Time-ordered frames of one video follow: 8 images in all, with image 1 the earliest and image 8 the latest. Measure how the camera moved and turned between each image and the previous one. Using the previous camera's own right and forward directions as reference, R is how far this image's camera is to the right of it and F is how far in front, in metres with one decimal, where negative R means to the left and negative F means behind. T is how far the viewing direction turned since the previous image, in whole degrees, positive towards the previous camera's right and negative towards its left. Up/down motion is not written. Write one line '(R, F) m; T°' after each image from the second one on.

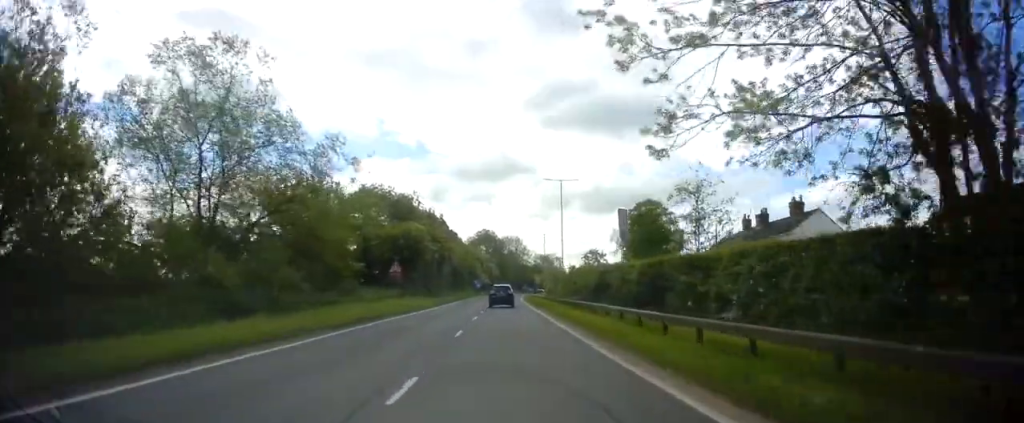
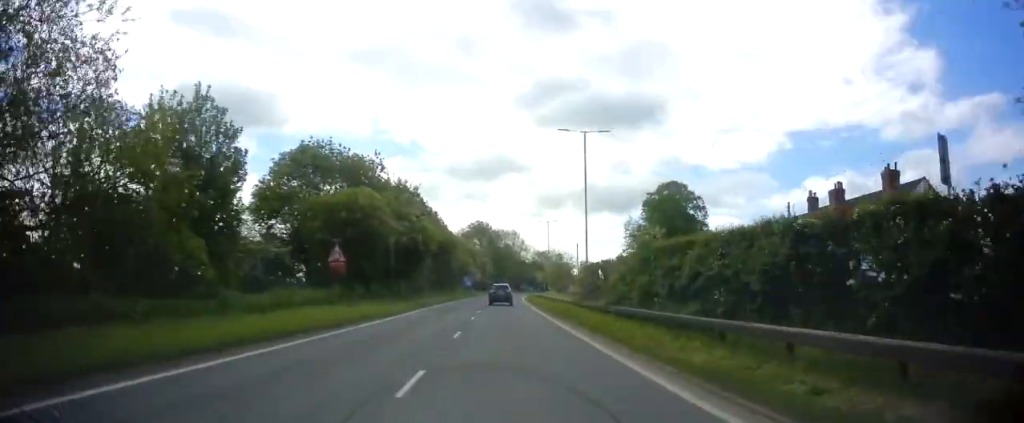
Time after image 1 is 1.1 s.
(-0.4, +17.8) m; -1°
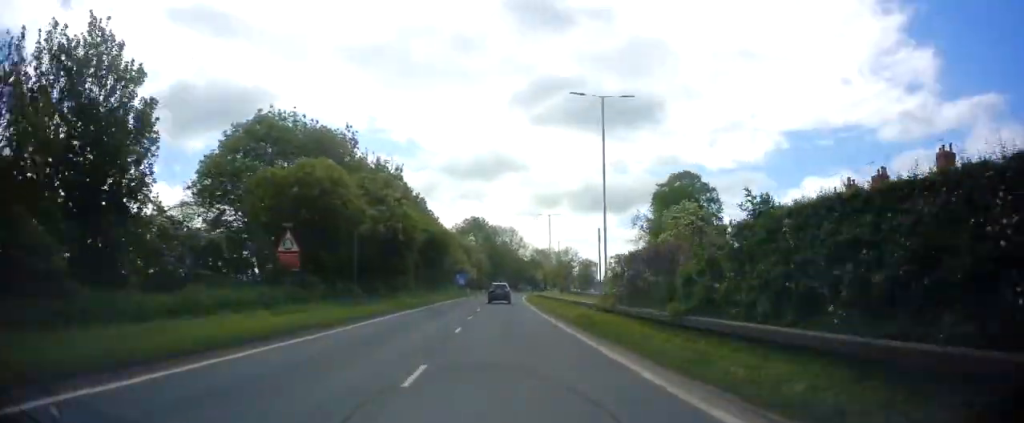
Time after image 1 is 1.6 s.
(0.0, +7.7) m; 0°
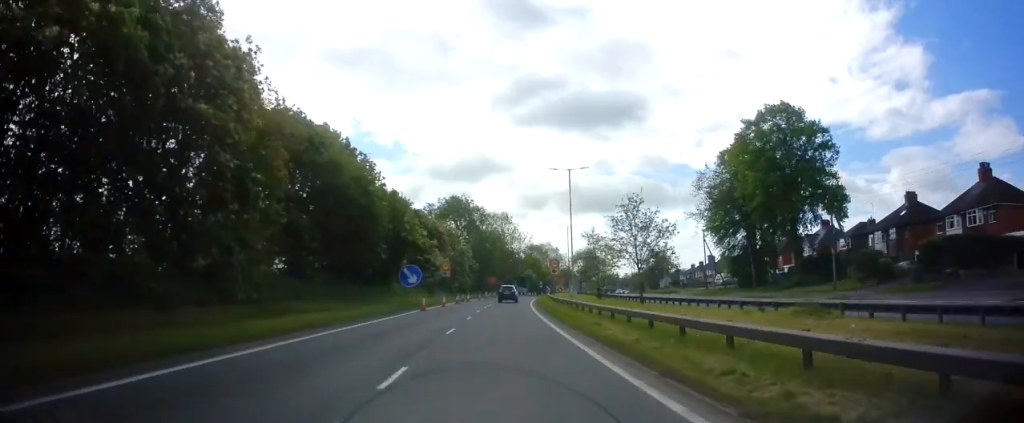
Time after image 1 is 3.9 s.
(+1.6, +34.1) m; +2°
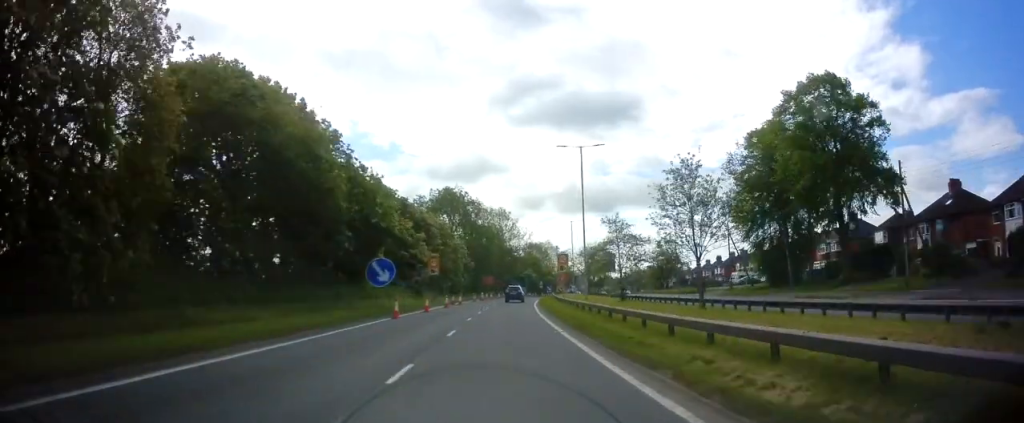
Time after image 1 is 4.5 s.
(-0.5, +8.6) m; -1°
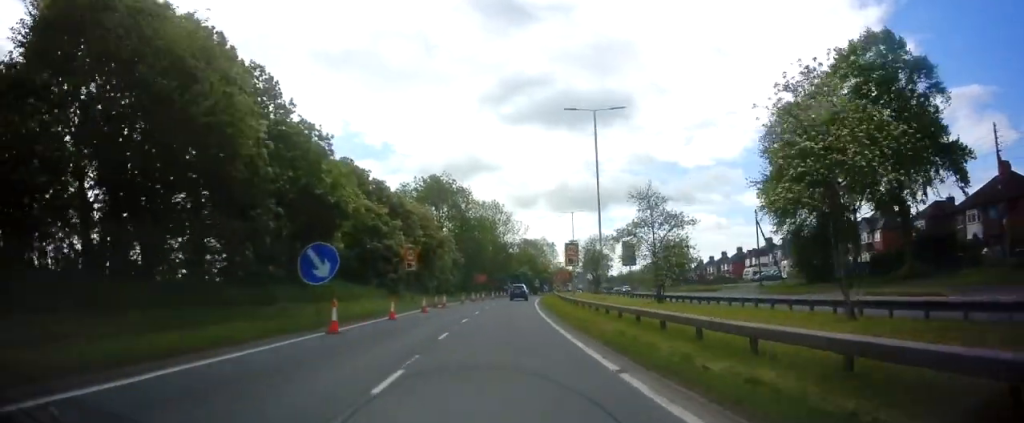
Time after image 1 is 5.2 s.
(0.0, +9.0) m; +1°
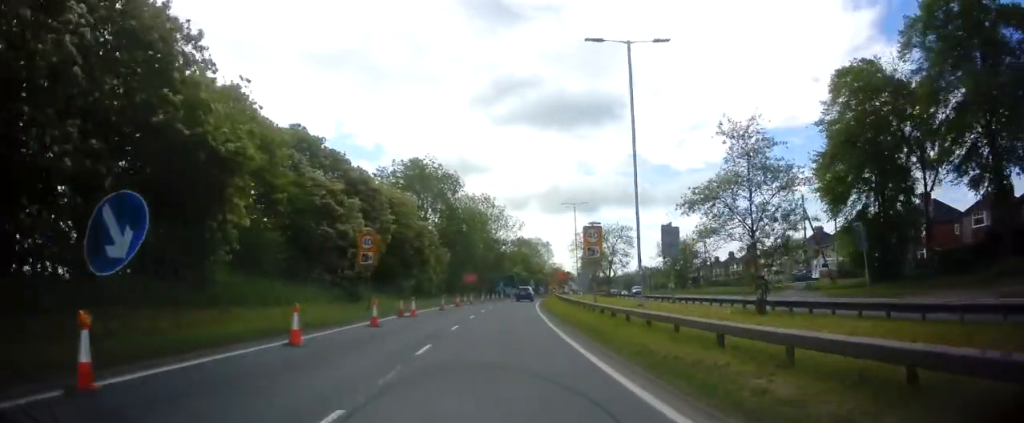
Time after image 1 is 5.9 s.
(+0.2, +10.8) m; +3°
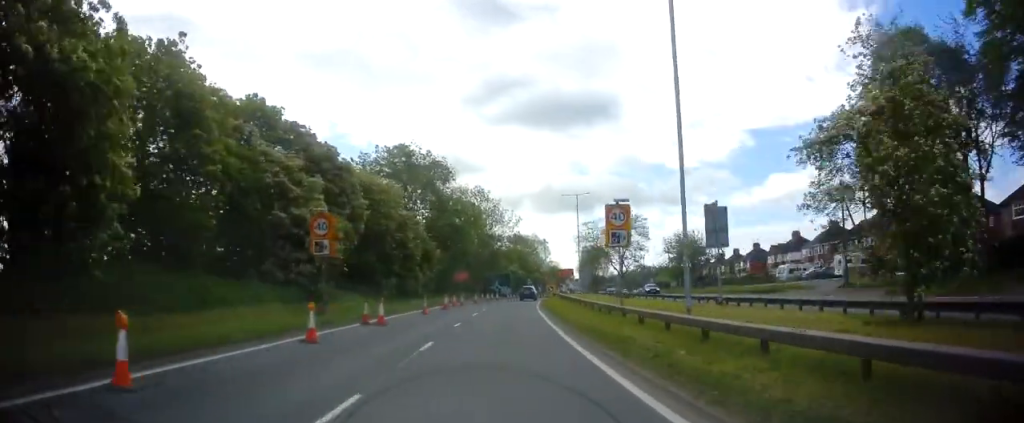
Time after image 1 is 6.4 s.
(+0.3, +6.5) m; 0°
